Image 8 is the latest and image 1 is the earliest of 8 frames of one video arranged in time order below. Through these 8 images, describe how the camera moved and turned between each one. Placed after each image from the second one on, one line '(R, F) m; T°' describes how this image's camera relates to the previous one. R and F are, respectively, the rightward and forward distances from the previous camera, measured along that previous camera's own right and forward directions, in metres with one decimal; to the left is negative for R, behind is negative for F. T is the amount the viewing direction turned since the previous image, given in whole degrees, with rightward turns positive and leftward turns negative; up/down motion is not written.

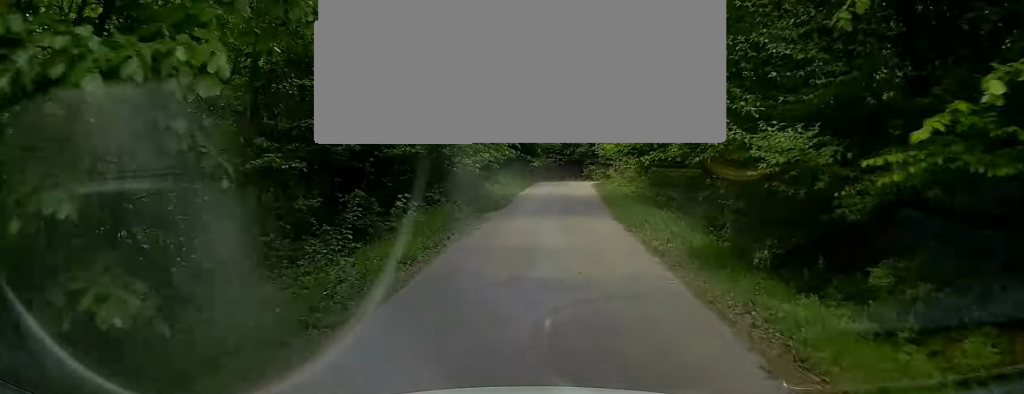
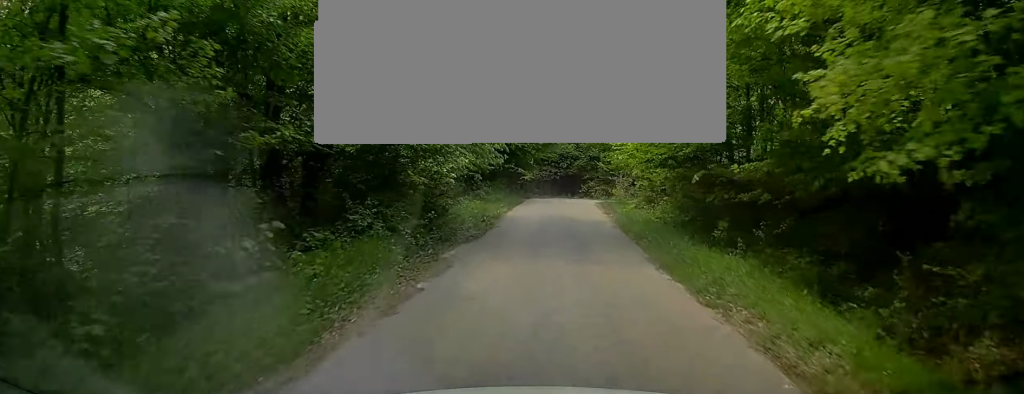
(0.0, +5.9) m; +1°
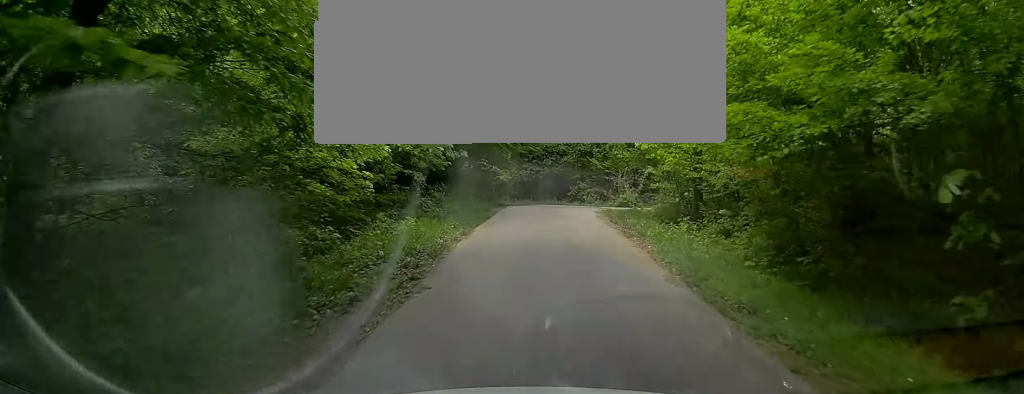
(+0.2, +8.0) m; +3°
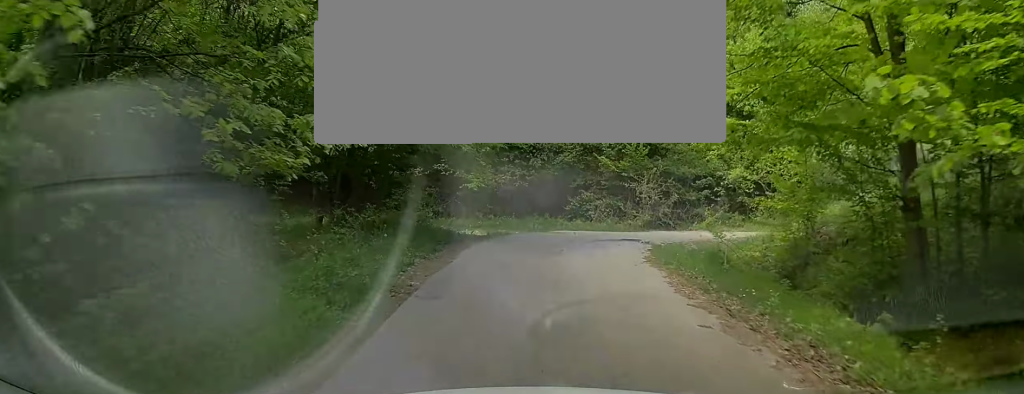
(+0.6, +10.8) m; +9°
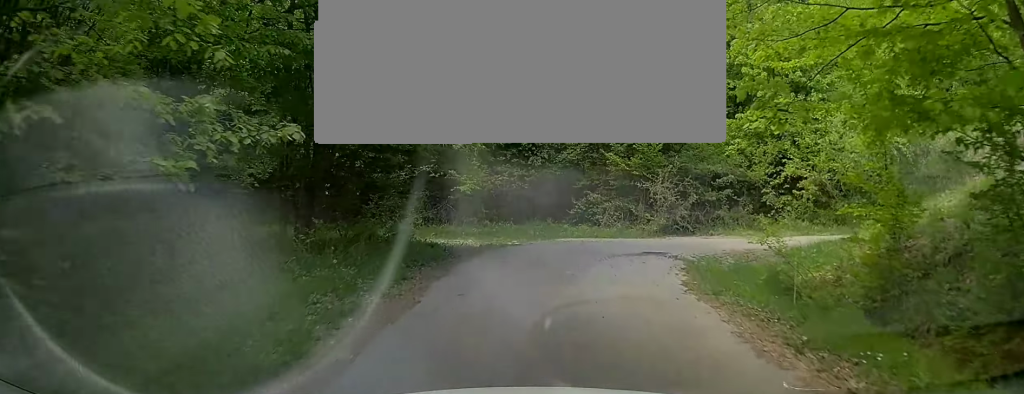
(+0.2, +2.4) m; +4°
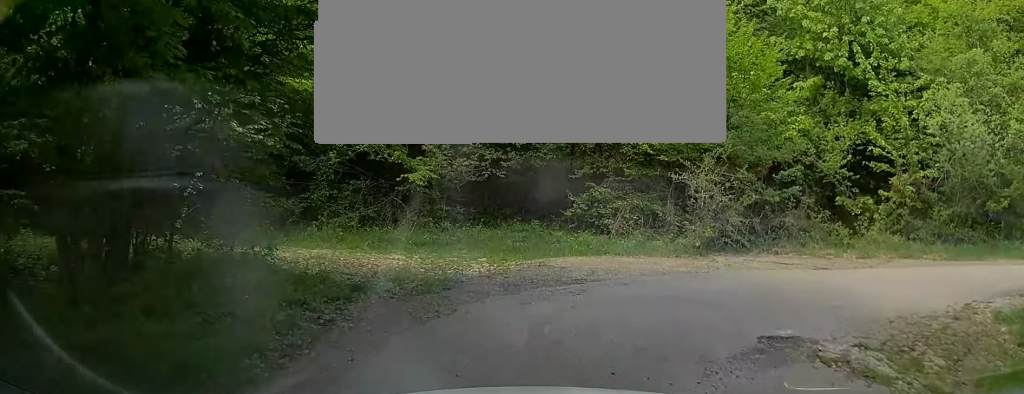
(+0.6, +6.6) m; +15°
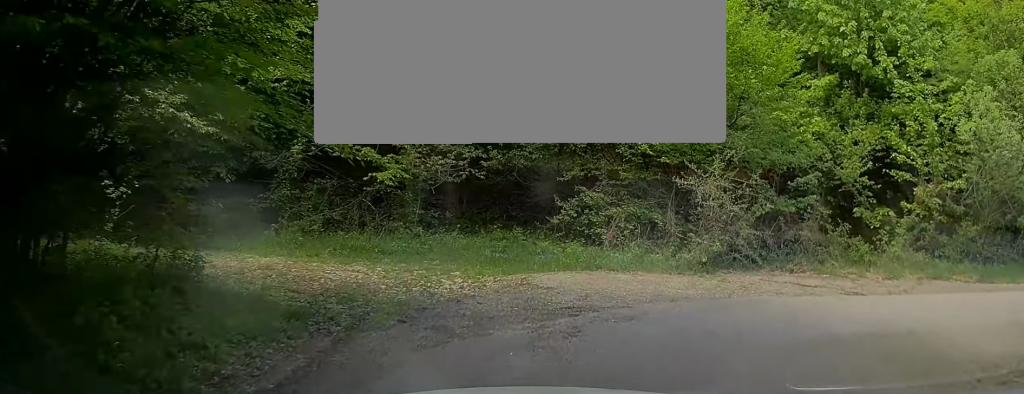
(+0.2, +1.6) m; +5°
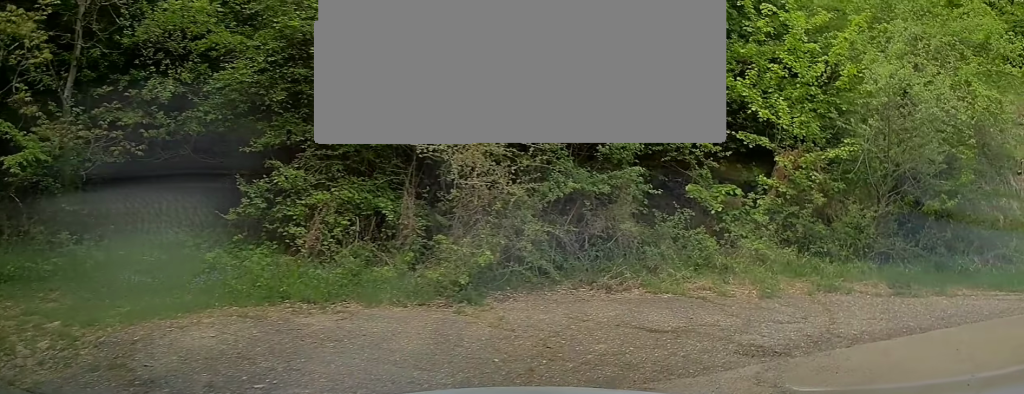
(+1.1, +5.7) m; +27°
